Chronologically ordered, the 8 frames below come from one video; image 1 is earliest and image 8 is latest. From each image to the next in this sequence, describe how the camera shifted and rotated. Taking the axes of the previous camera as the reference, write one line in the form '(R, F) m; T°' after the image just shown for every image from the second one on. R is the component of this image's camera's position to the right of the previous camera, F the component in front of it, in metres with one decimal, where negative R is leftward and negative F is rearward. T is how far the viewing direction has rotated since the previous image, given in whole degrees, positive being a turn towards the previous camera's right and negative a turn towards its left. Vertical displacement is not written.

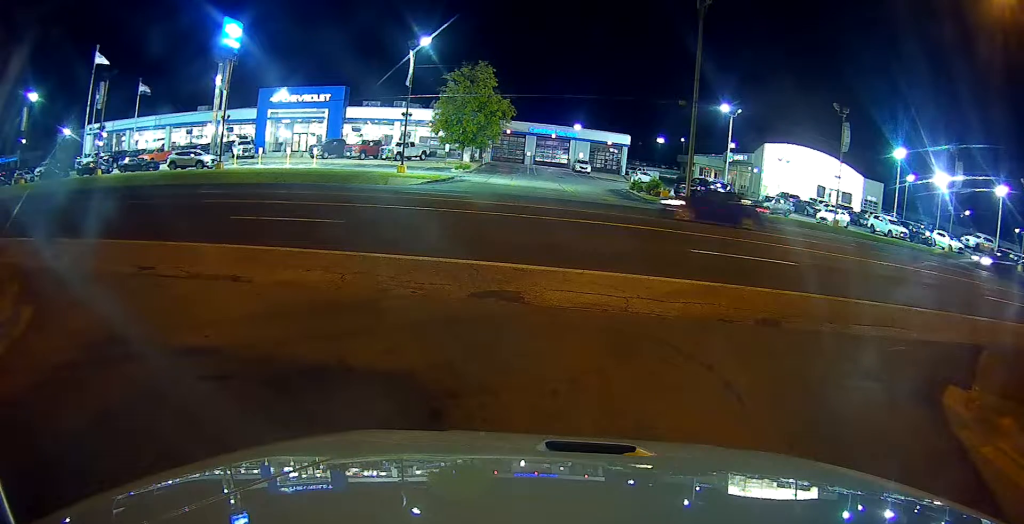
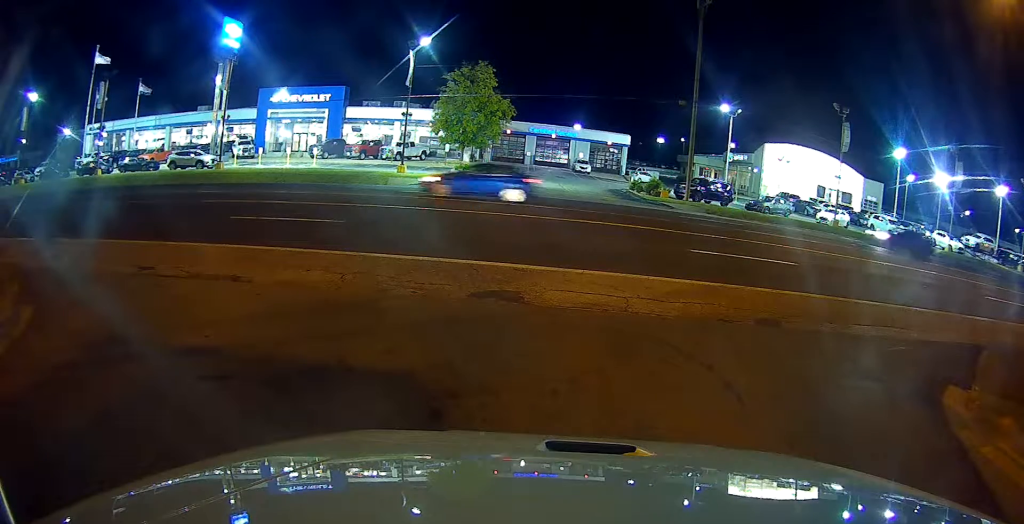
(0.0, +0.1) m; 0°
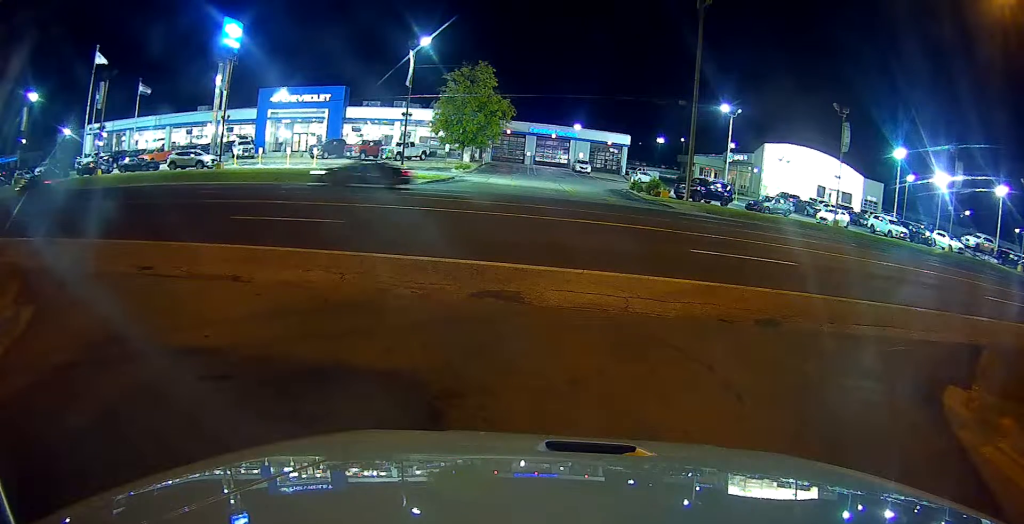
(0.0, +0.2) m; 0°
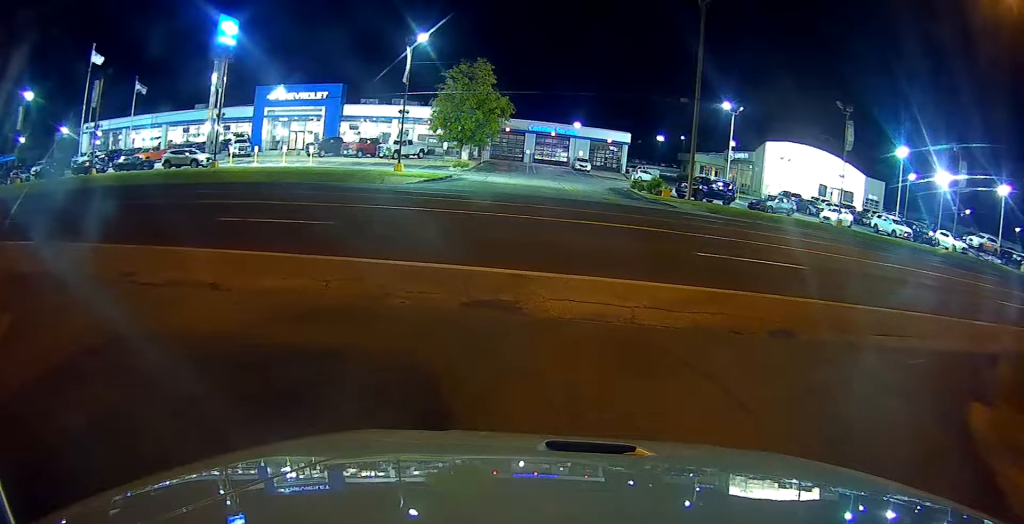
(-0.1, +0.4) m; 0°
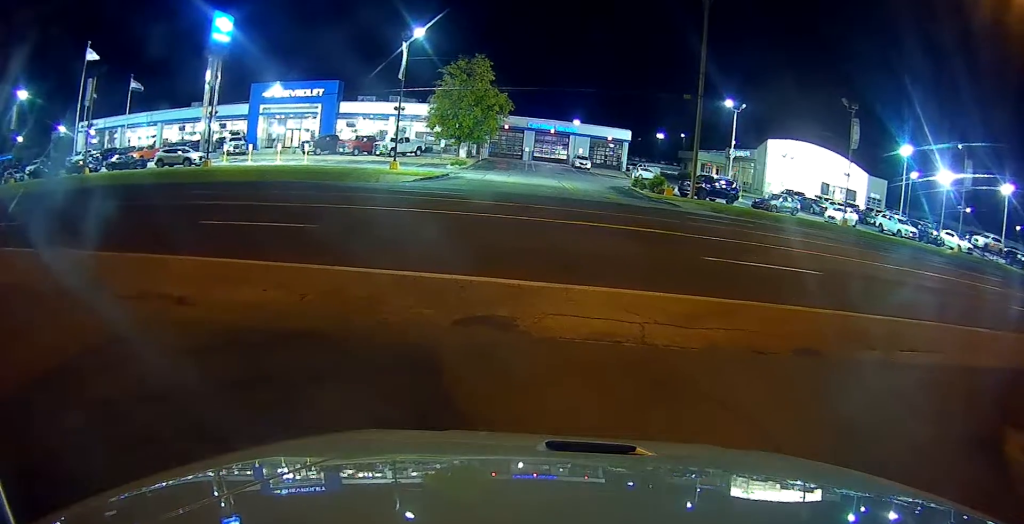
(0.0, +0.5) m; 0°
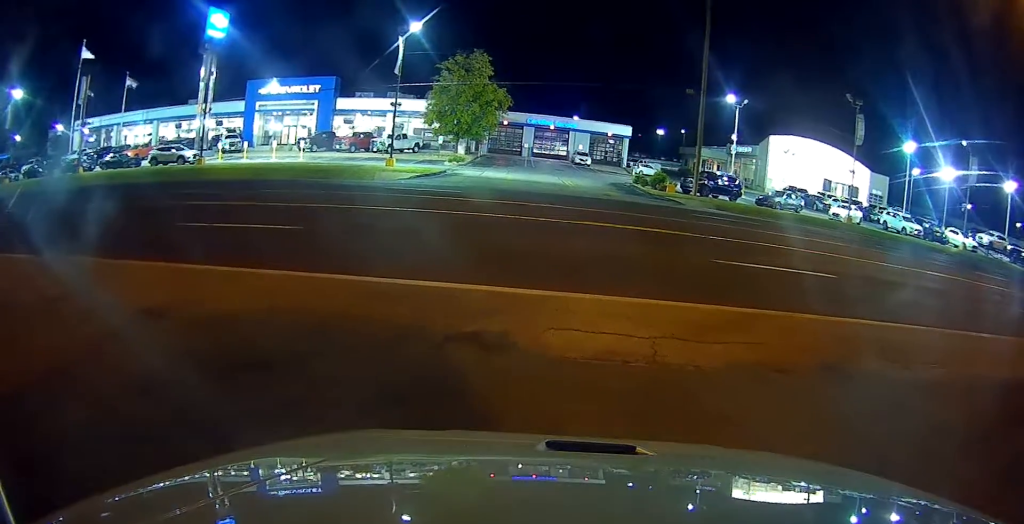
(0.0, +0.6) m; 0°
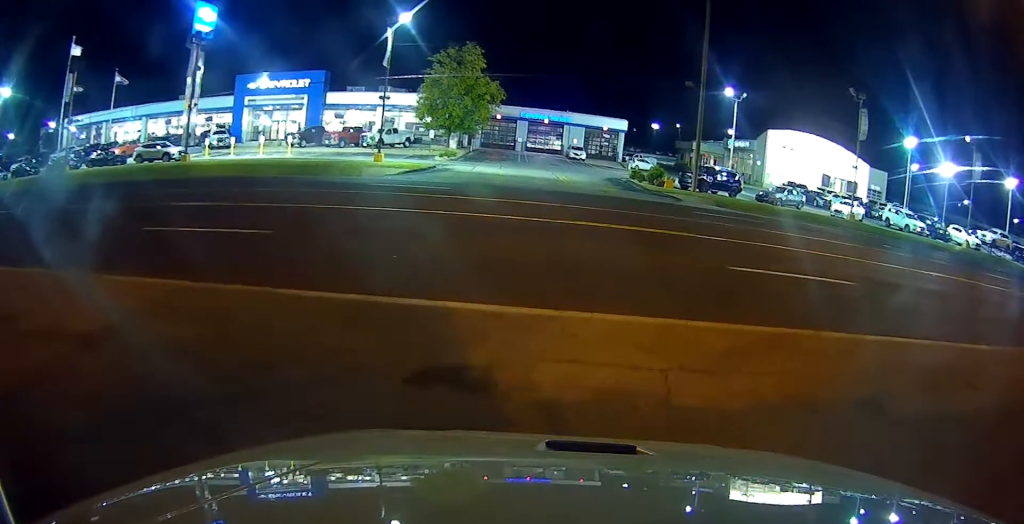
(0.0, +0.7) m; 0°
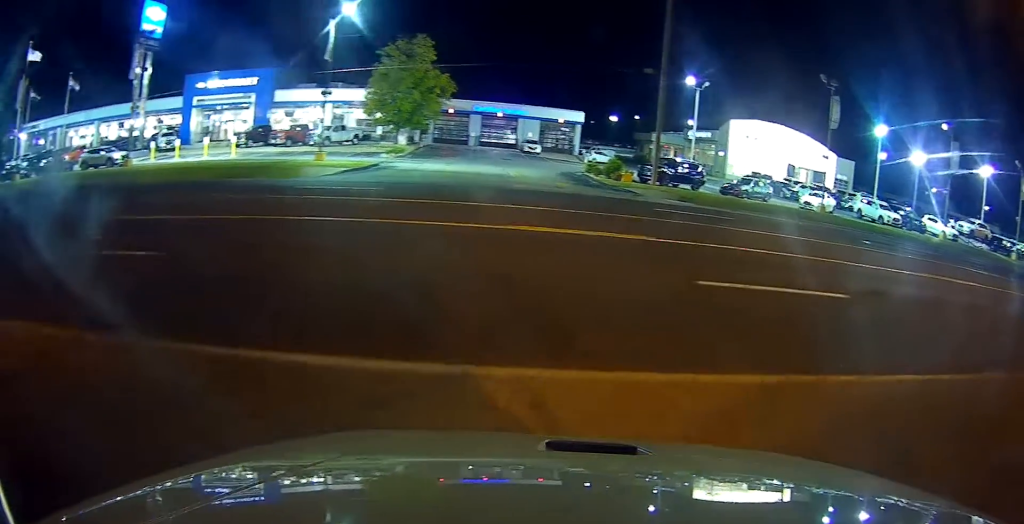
(0.0, +1.2) m; +4°
